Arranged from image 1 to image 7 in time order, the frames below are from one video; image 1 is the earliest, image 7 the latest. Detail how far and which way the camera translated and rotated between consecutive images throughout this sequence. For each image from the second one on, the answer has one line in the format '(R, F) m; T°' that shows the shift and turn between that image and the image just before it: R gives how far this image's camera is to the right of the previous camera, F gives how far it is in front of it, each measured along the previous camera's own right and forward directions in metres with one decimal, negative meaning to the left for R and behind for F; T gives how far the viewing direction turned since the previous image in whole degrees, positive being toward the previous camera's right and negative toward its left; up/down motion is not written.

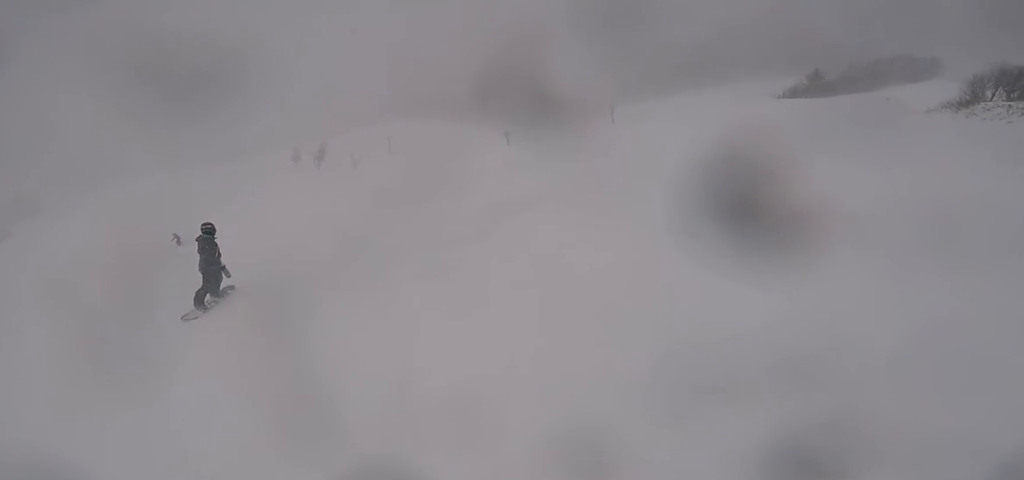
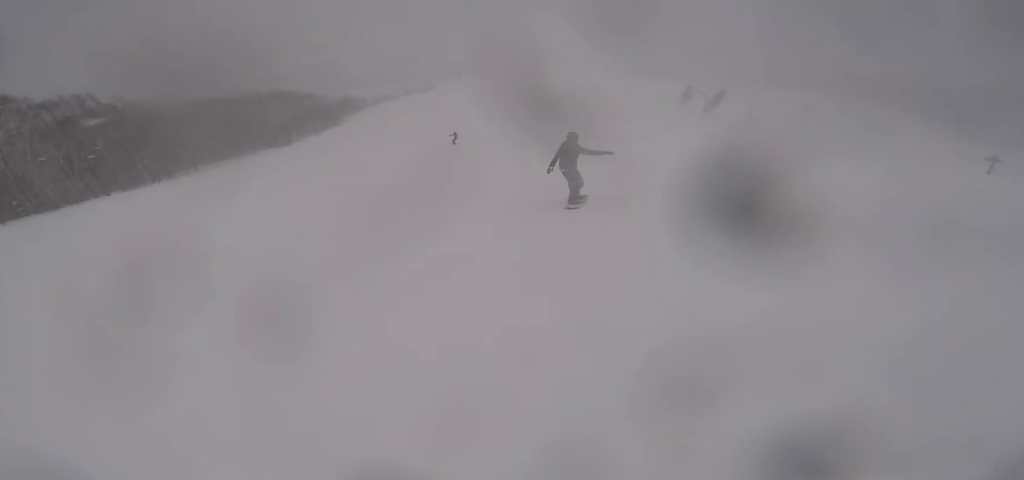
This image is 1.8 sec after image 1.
(-2.6, +4.4) m; -66°
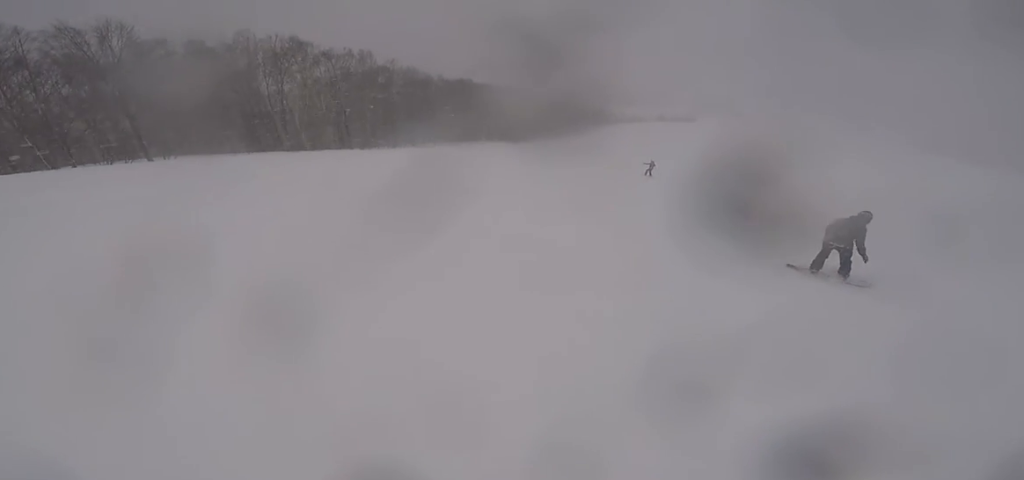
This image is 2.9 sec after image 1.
(-0.5, +4.9) m; +8°
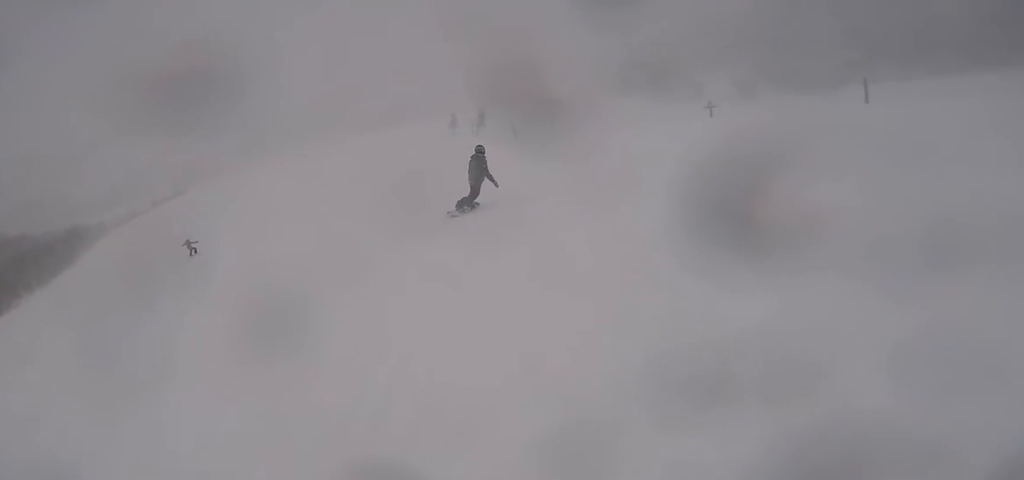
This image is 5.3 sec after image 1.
(+3.0, +11.7) m; +23°
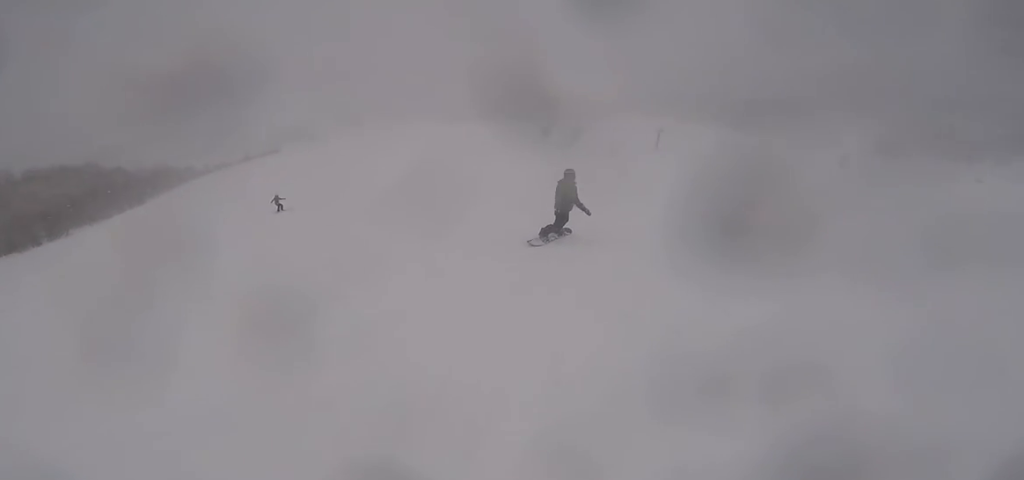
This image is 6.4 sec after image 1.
(+1.0, +6.2) m; +7°
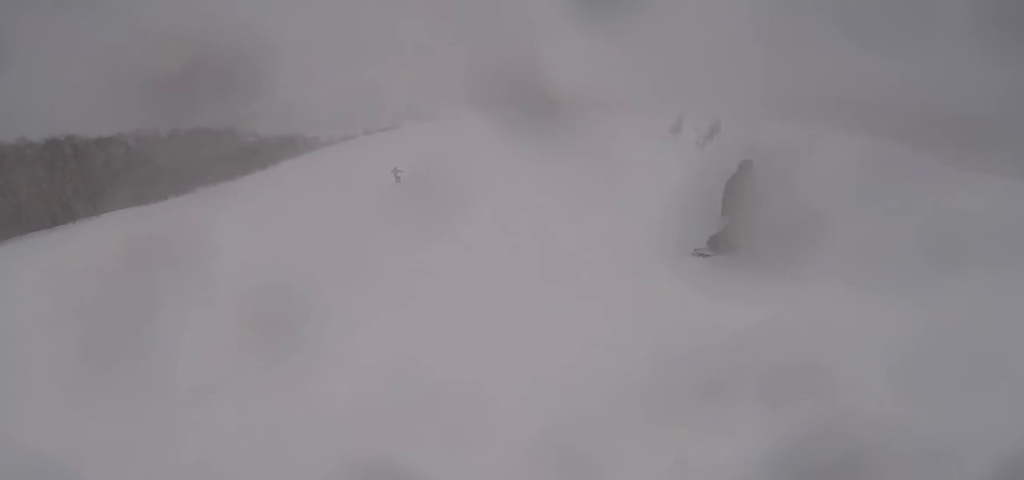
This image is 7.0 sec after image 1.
(+0.3, +3.0) m; -3°
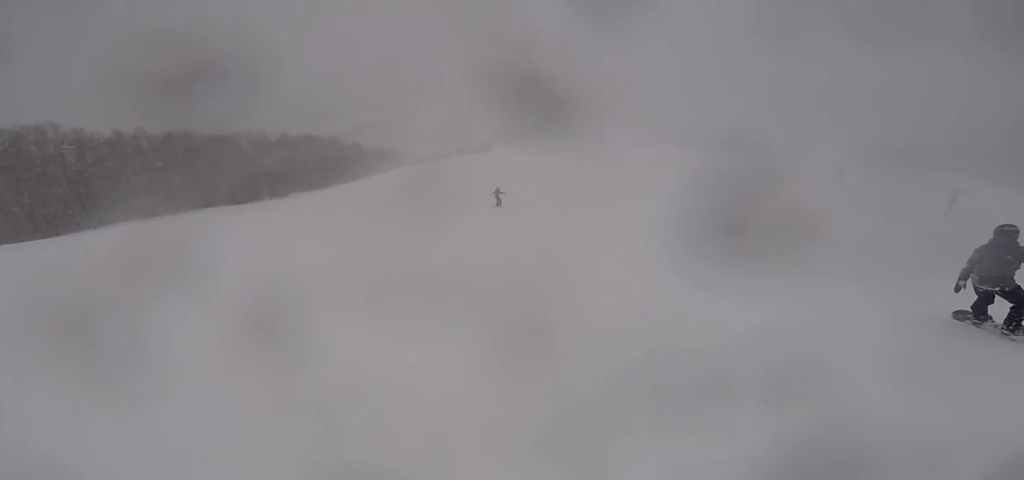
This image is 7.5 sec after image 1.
(-0.6, +3.0) m; -8°
